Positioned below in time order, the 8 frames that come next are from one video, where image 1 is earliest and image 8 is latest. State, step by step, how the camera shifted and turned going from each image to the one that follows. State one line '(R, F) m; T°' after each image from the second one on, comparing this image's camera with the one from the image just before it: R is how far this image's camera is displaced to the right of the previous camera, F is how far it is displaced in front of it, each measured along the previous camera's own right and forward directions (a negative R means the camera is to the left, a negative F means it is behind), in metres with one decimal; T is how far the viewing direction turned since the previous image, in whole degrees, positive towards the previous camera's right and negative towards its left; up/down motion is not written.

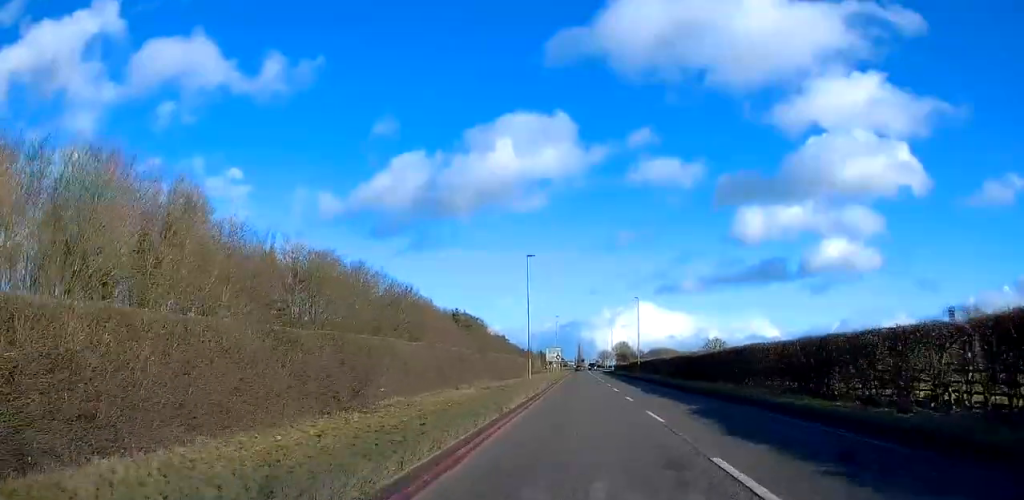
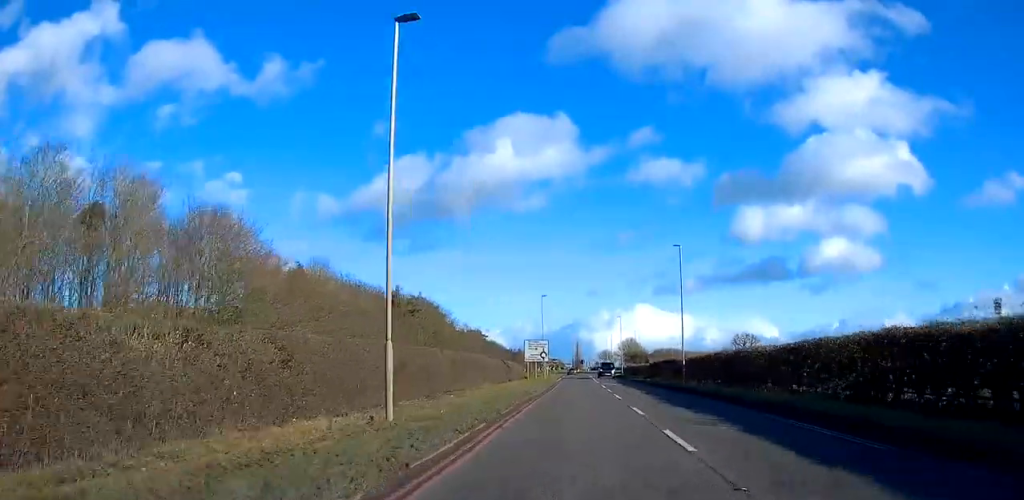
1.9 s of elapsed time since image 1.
(0.0, +39.6) m; 0°
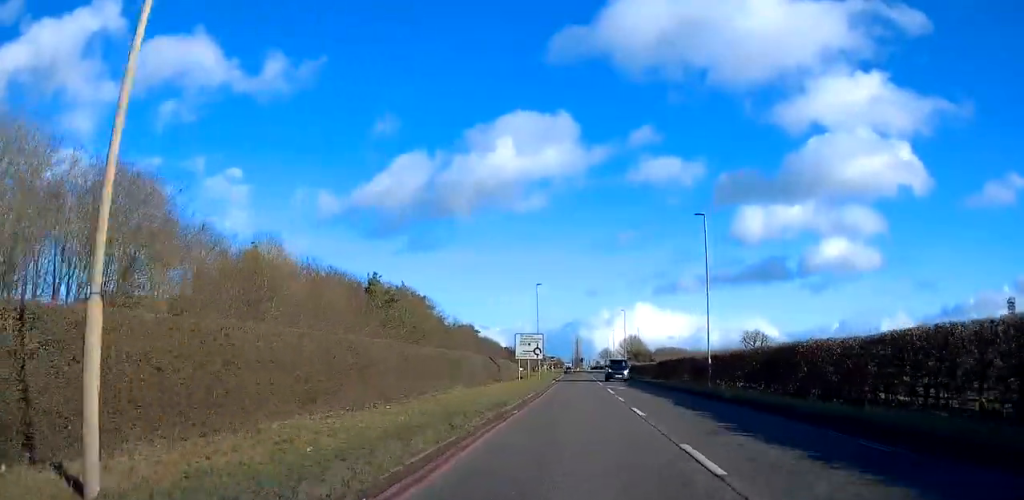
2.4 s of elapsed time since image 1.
(-0.1, +10.3) m; +1°
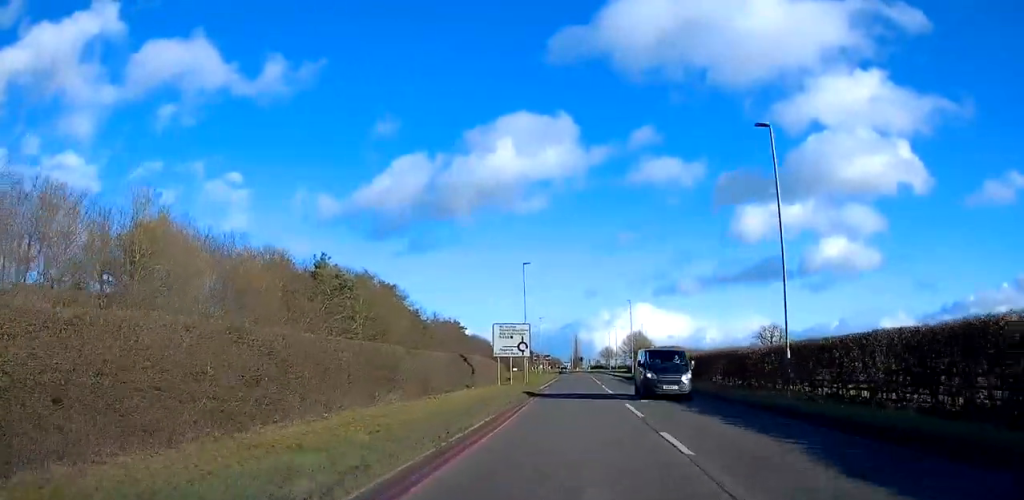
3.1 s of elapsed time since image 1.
(+0.2, +14.9) m; +1°
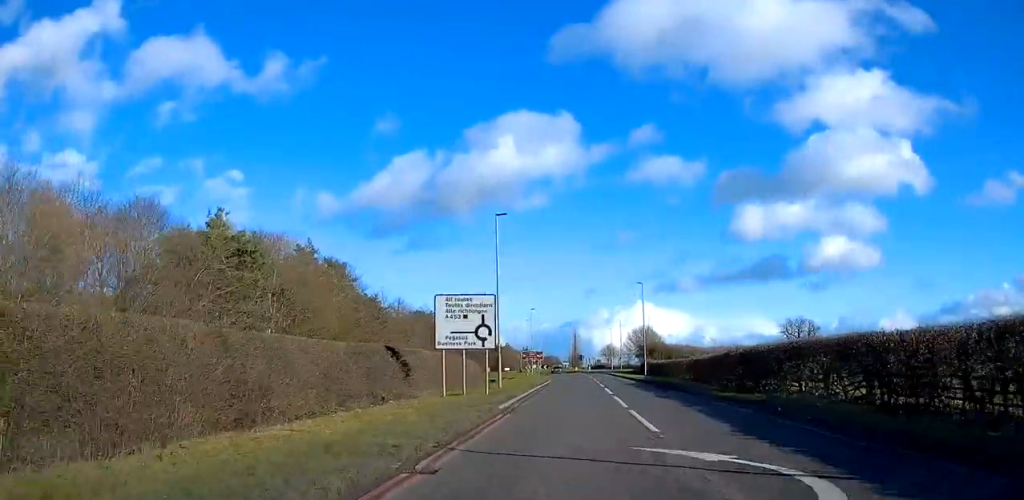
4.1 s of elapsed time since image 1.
(+0.2, +18.7) m; 0°
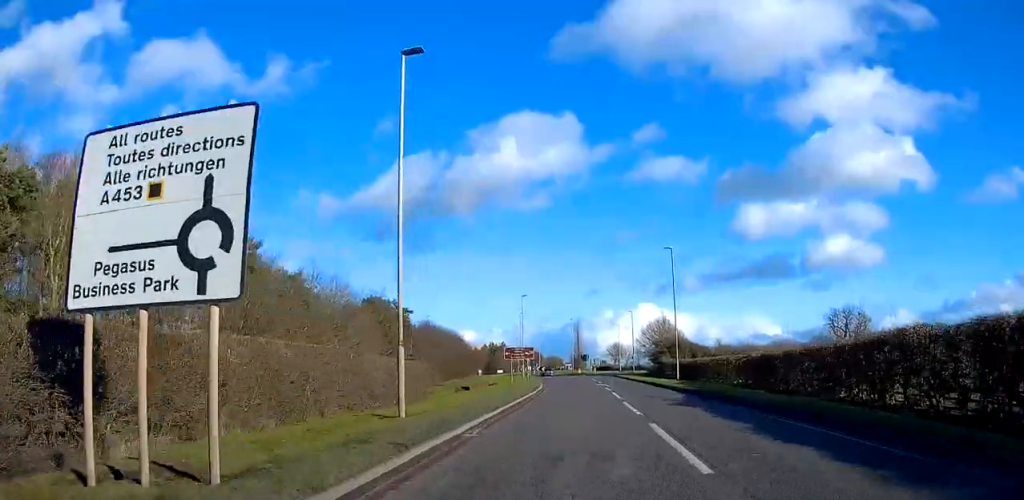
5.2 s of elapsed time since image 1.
(-0.3, +22.2) m; -2°
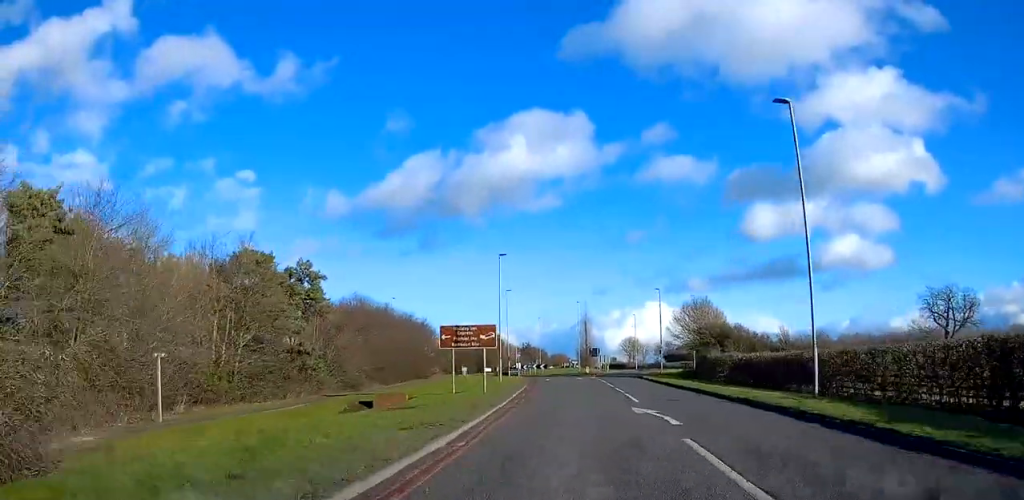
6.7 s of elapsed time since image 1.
(-0.3, +28.8) m; -1°
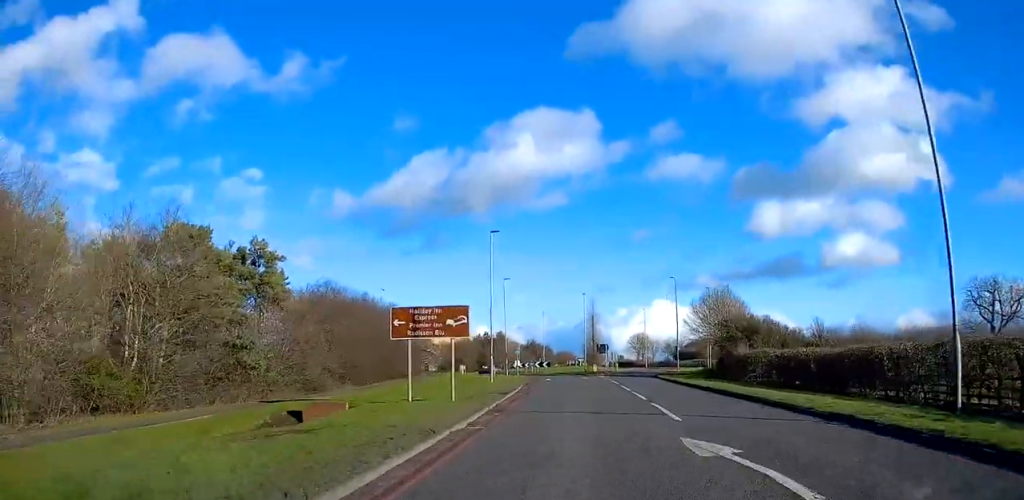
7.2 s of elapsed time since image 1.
(0.0, +8.8) m; 0°
